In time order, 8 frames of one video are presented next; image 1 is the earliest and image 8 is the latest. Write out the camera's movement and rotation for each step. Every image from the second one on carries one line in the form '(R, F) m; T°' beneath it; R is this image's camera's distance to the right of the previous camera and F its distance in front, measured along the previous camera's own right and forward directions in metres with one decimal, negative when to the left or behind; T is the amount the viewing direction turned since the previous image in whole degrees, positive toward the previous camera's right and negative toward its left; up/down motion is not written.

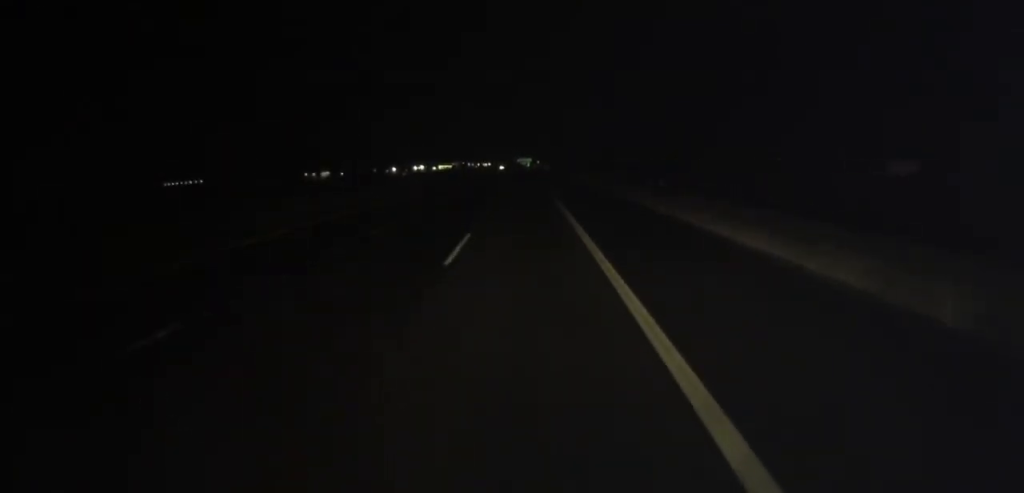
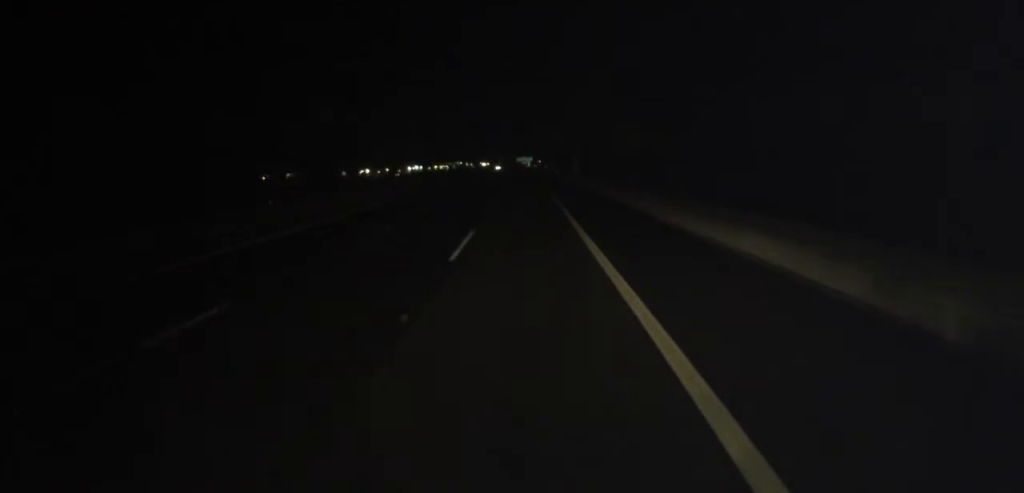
(-1.0, +34.5) m; -2°
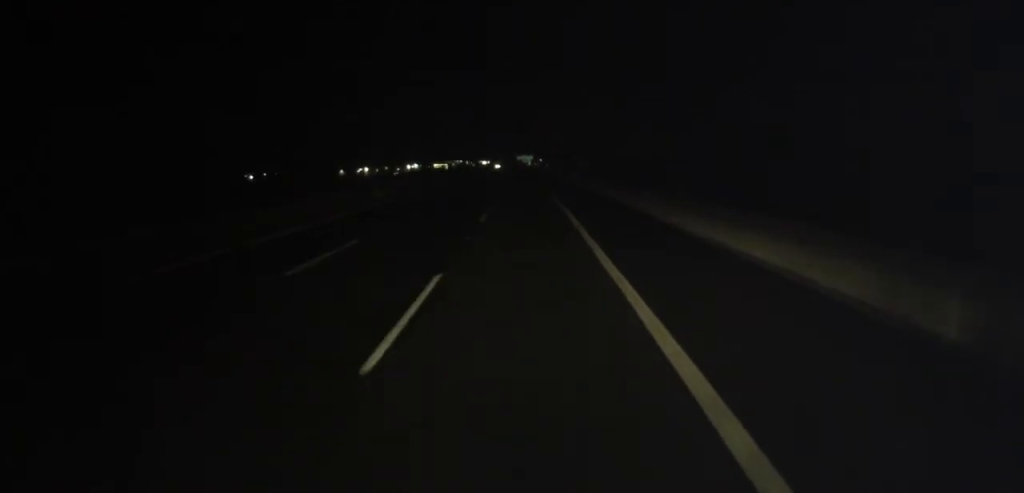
(0.0, +8.4) m; 0°
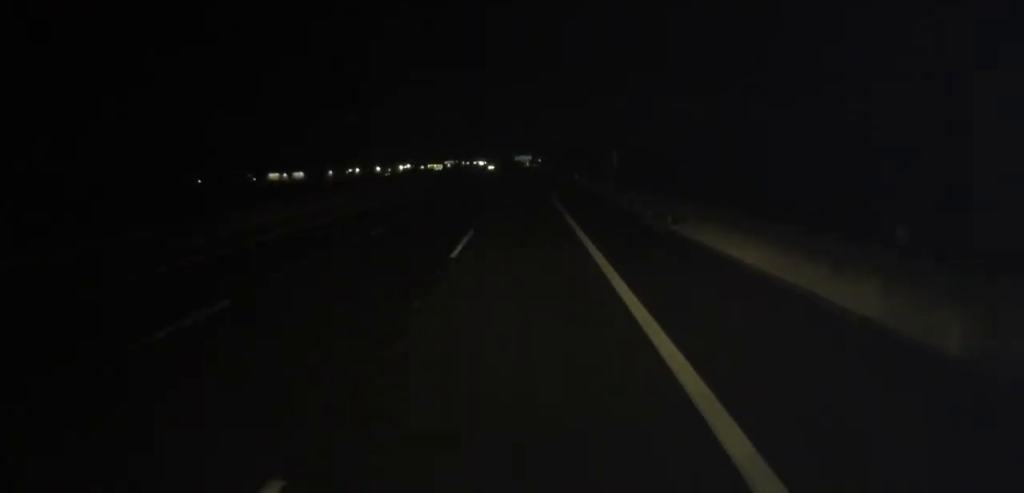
(+0.2, +26.9) m; +1°
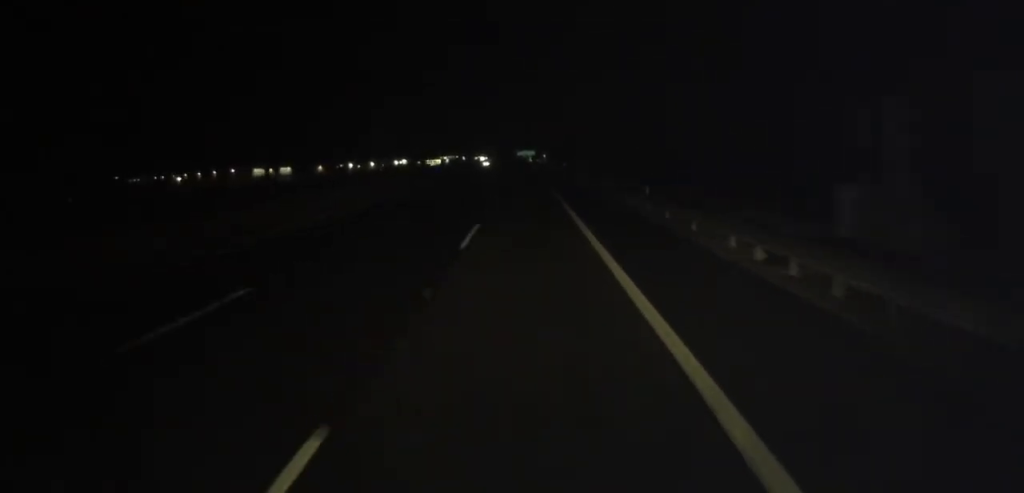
(-0.2, +34.7) m; -1°
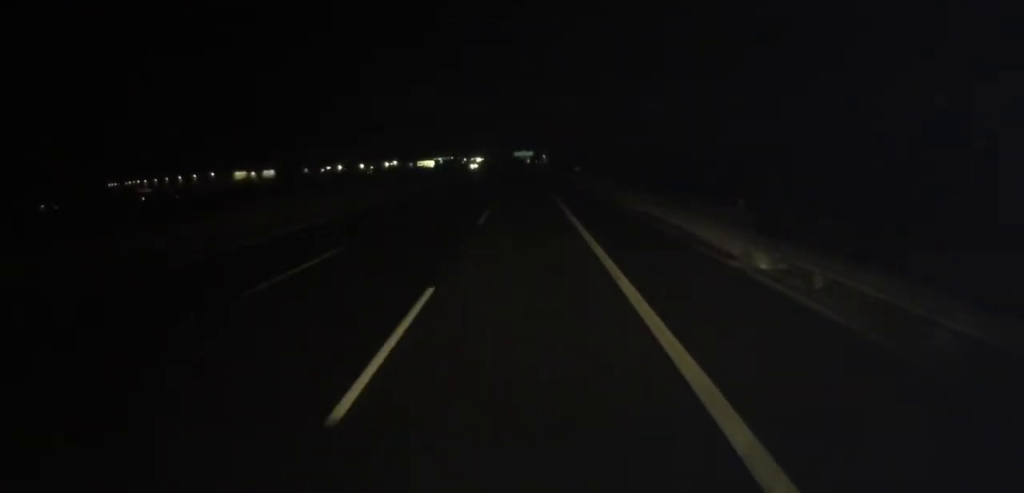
(+0.4, +29.4) m; +2°
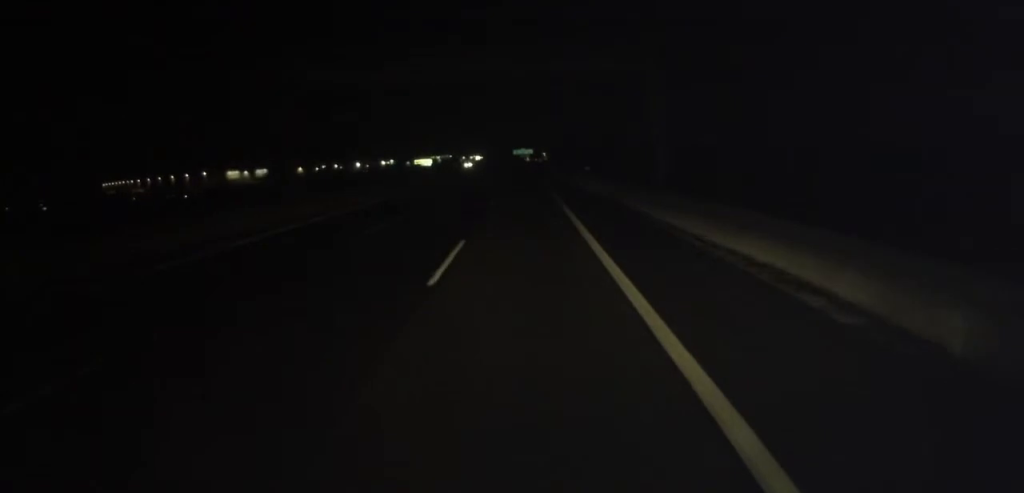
(+0.1, +11.6) m; +1°
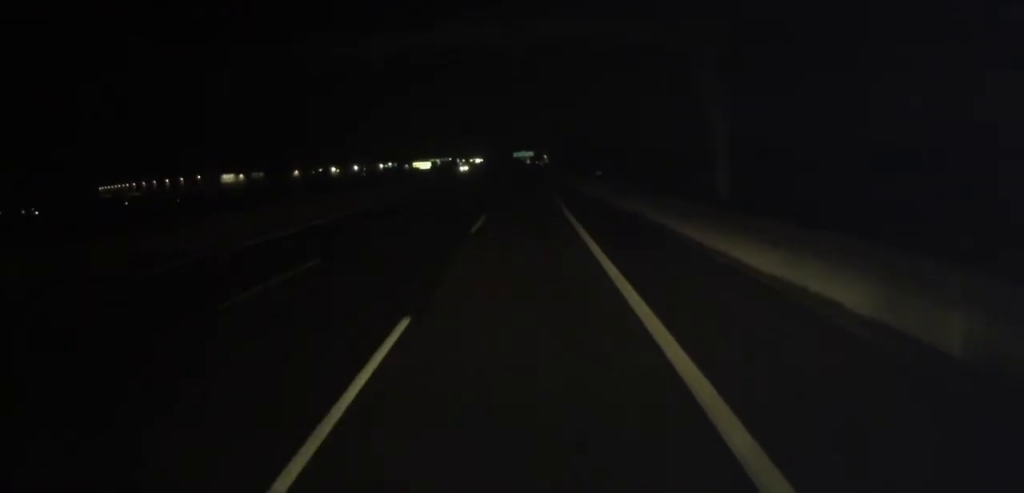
(+0.1, +8.6) m; 0°
